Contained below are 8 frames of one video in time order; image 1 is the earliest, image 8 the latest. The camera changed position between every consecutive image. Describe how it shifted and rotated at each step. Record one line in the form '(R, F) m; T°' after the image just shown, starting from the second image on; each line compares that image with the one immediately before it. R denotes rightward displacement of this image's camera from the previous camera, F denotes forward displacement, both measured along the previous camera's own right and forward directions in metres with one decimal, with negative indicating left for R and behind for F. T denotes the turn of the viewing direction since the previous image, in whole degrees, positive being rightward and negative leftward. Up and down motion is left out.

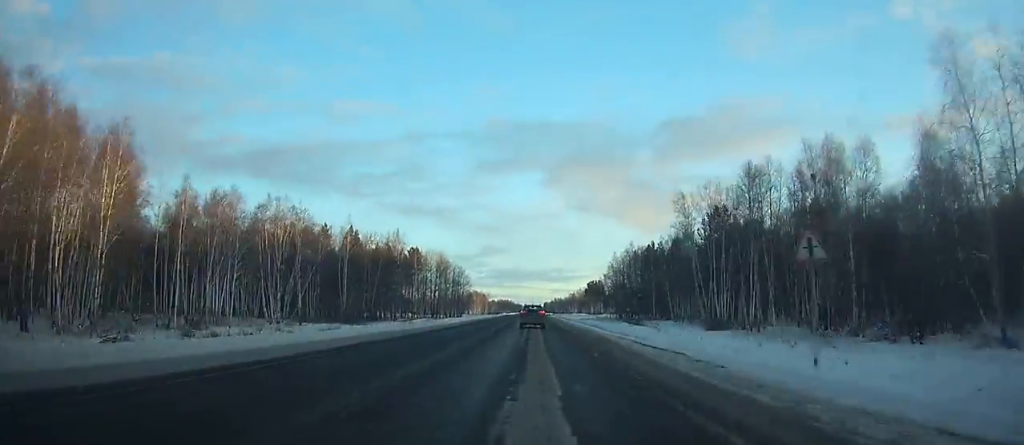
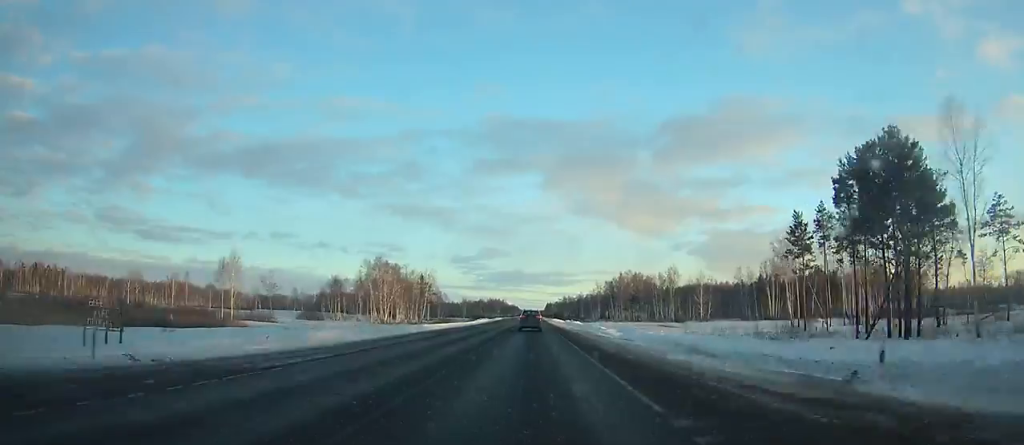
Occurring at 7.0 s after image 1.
(+0.9, +195.2) m; +1°
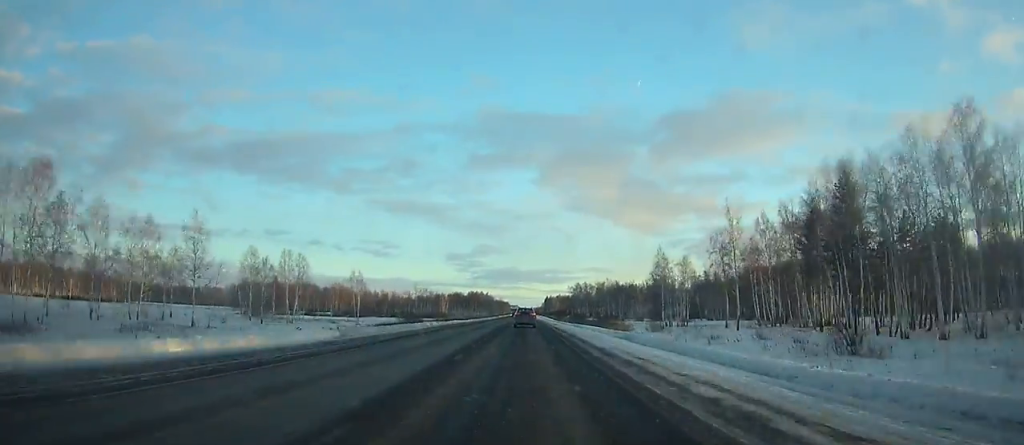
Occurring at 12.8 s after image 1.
(+0.2, +165.2) m; 0°
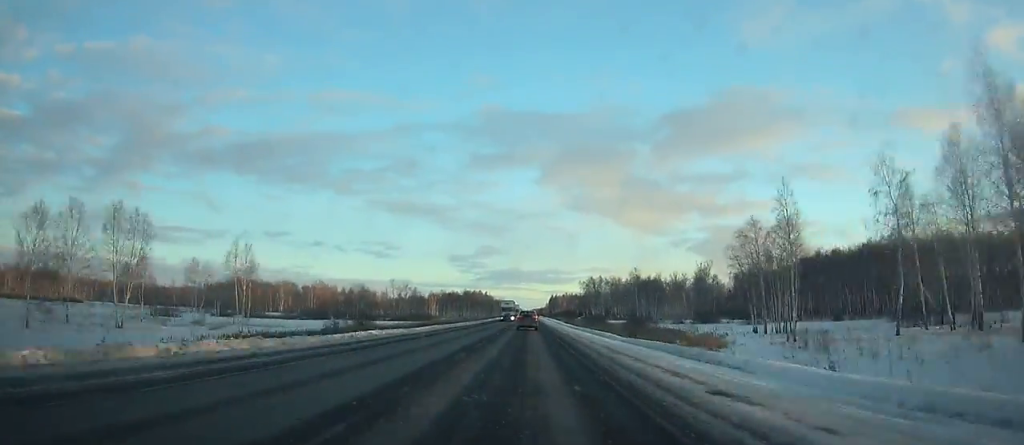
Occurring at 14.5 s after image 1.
(-0.1, +48.9) m; 0°
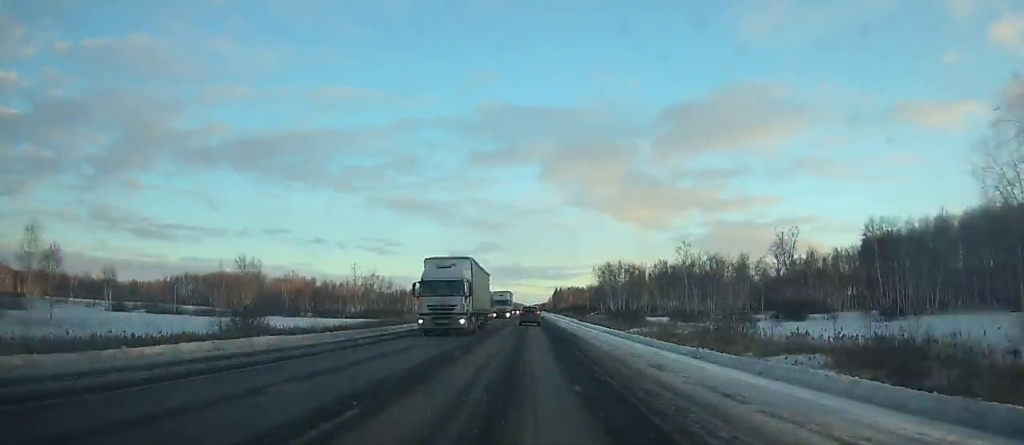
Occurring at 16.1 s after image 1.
(0.0, +46.1) m; 0°
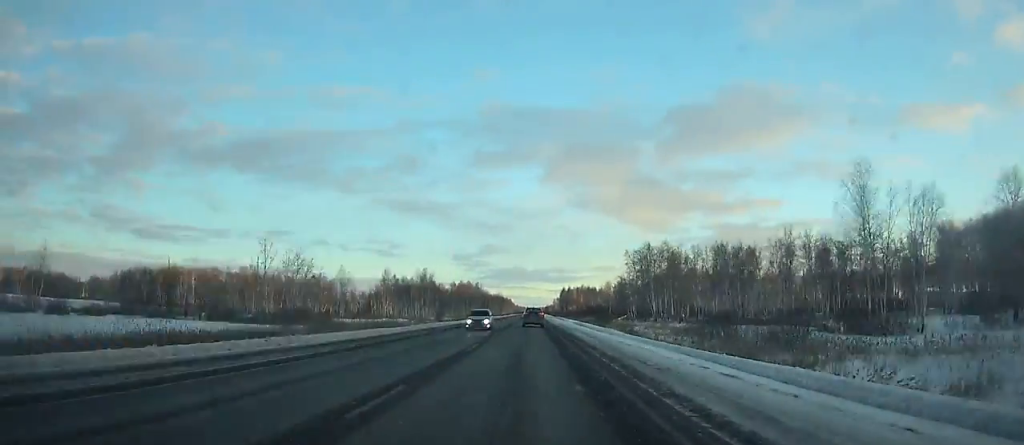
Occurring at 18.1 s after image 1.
(-0.1, +57.9) m; 0°
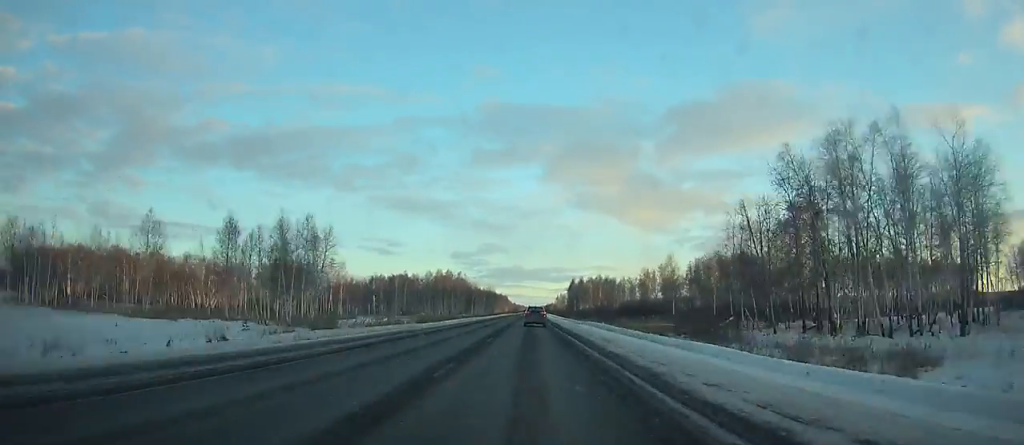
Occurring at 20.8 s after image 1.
(-0.2, +78.2) m; 0°
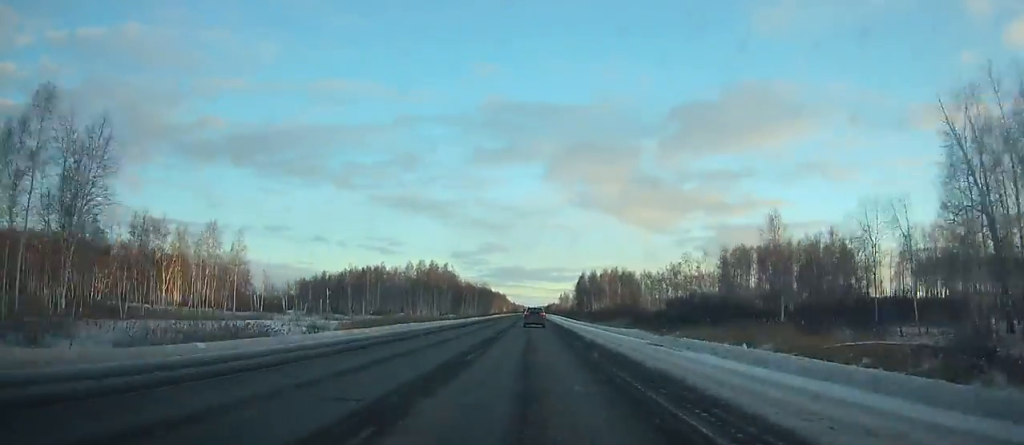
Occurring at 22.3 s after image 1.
(-0.1, +43.3) m; 0°
